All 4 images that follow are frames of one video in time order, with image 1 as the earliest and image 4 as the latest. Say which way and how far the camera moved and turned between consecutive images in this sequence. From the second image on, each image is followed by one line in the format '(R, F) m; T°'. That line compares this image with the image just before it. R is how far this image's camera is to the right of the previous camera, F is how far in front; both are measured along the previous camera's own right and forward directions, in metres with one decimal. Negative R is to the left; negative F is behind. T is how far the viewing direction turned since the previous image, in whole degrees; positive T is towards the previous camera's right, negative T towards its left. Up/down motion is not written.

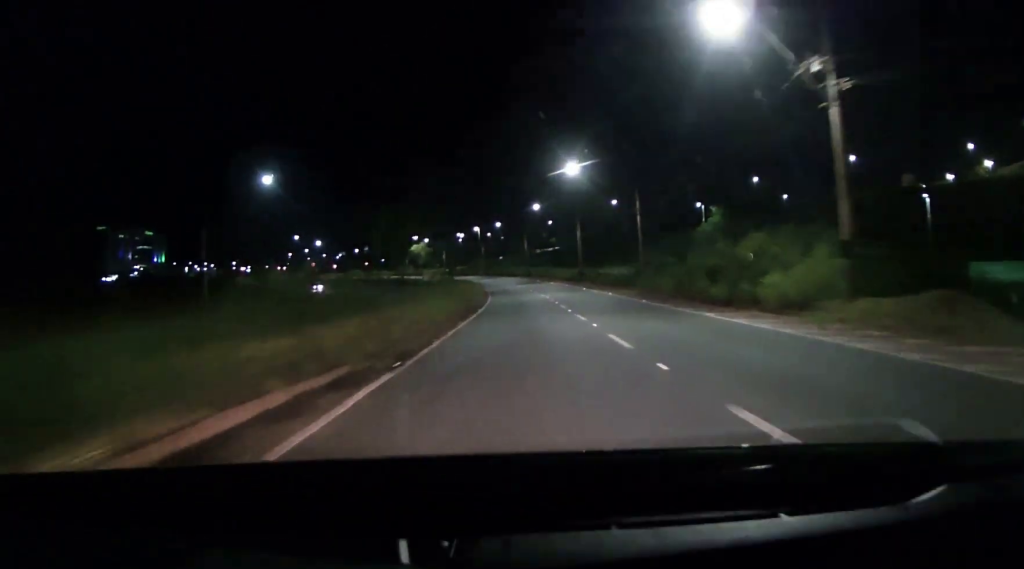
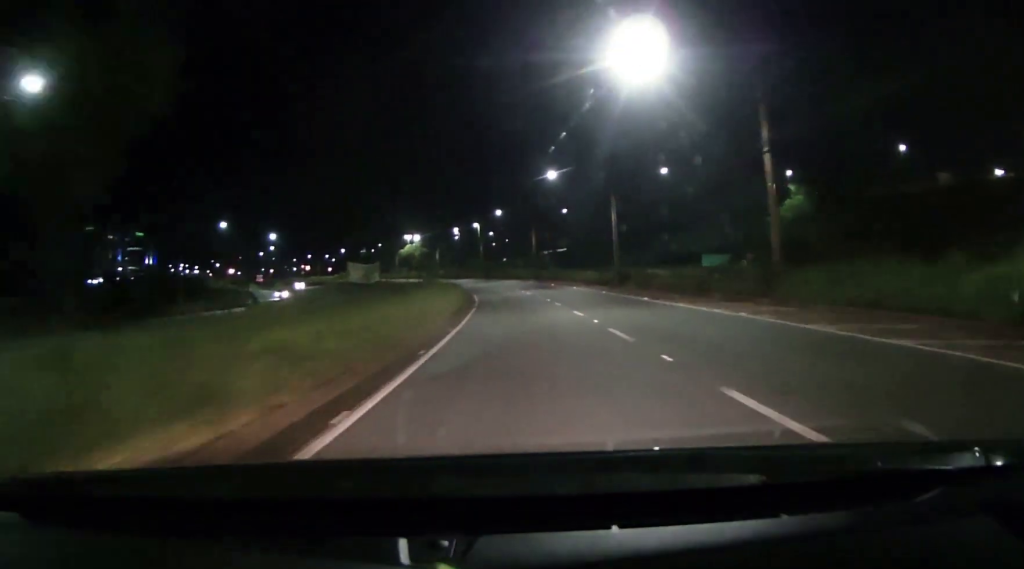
(+0.1, +26.3) m; +1°
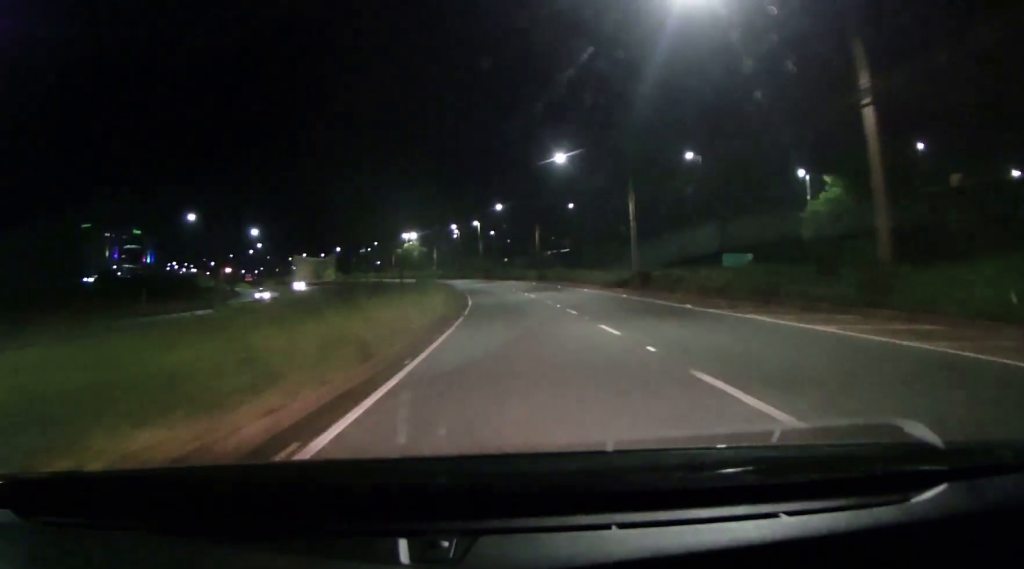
(0.0, +7.8) m; 0°
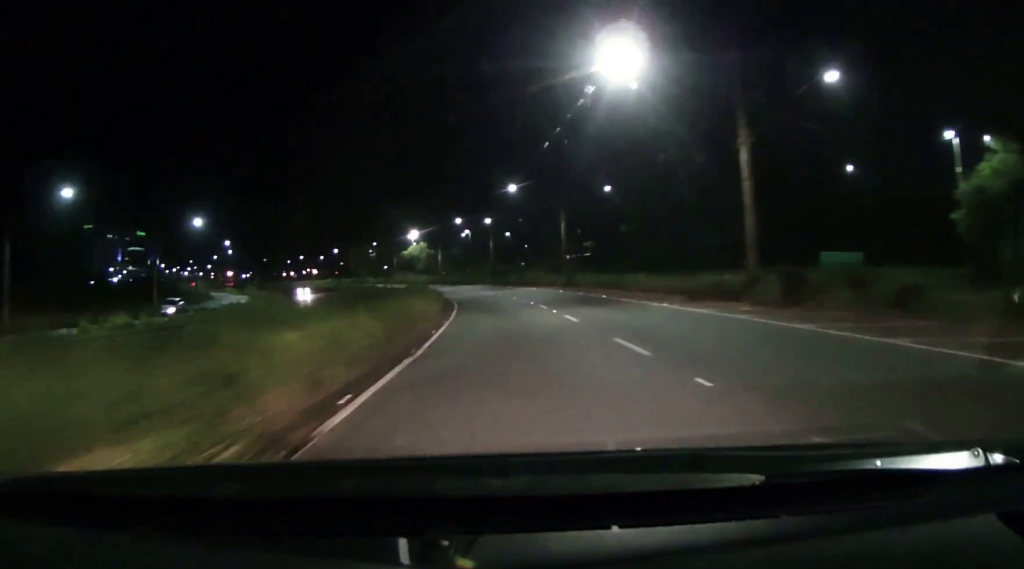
(-0.2, +21.7) m; -1°
